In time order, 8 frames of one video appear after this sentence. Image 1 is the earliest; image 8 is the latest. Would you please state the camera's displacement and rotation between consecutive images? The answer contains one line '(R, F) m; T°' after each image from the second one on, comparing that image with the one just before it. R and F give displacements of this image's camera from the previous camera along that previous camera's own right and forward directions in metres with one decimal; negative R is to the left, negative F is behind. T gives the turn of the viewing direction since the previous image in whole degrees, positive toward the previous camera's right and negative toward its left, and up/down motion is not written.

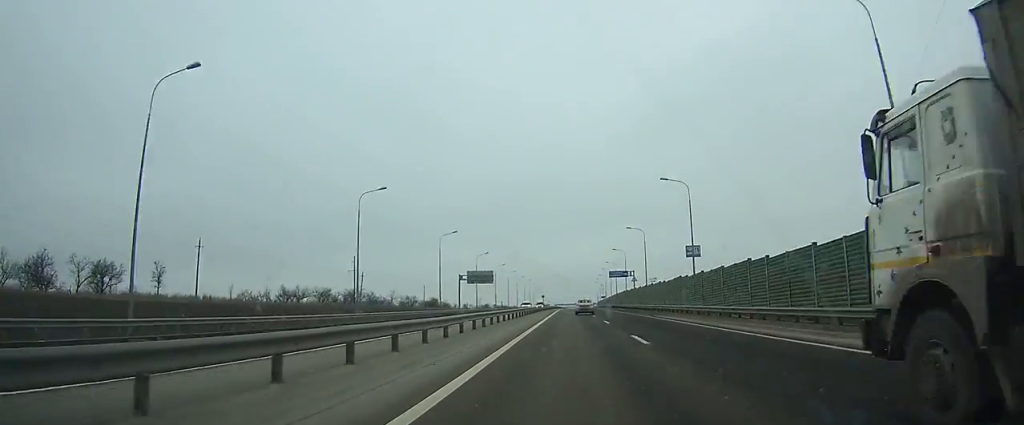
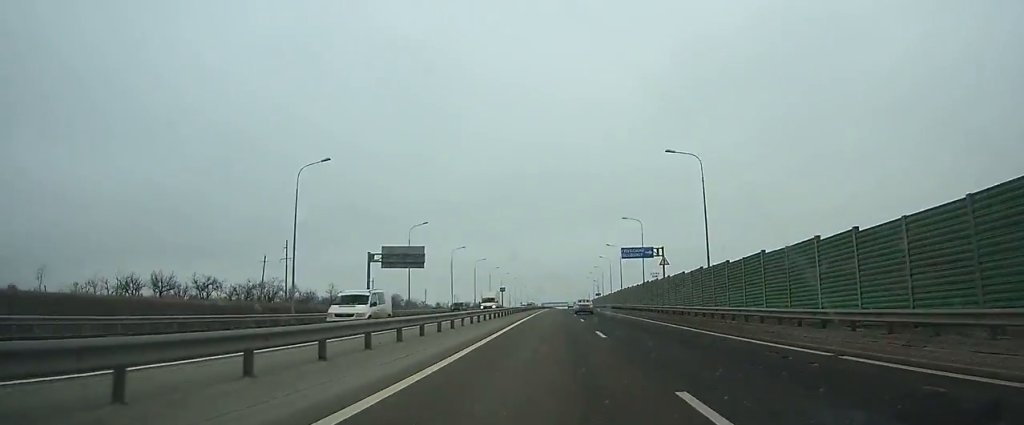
(+0.1, +44.1) m; 0°
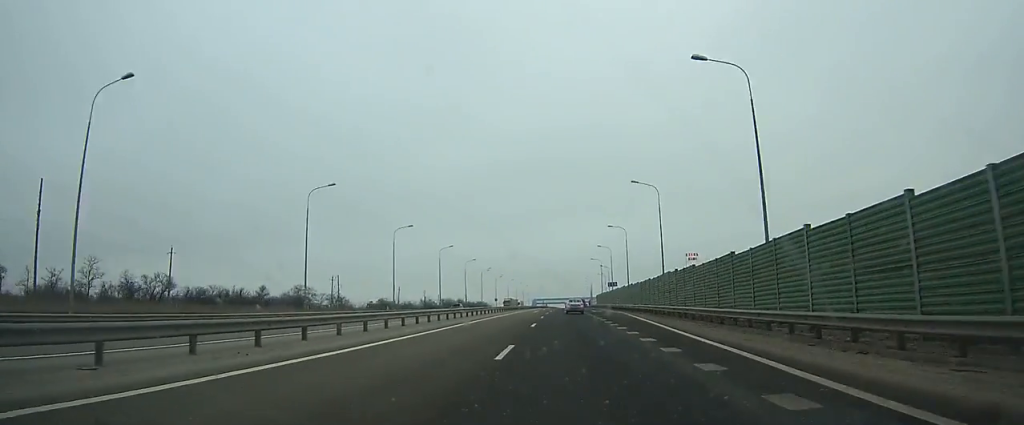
(+0.6, +85.8) m; 0°
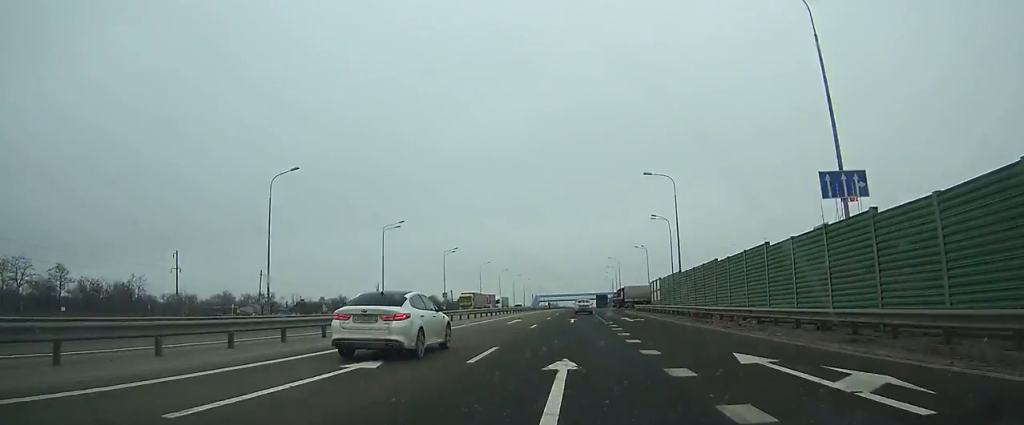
(-1.0, +98.7) m; -1°
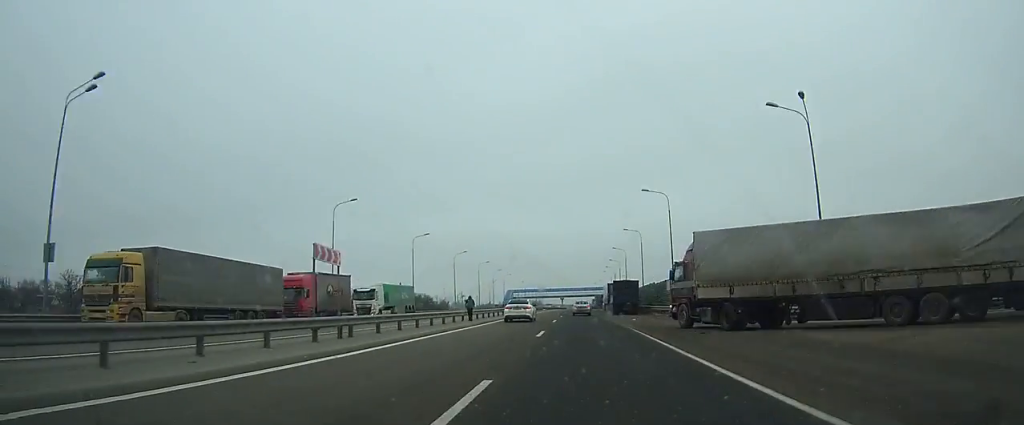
(+0.1, +86.9) m; +1°
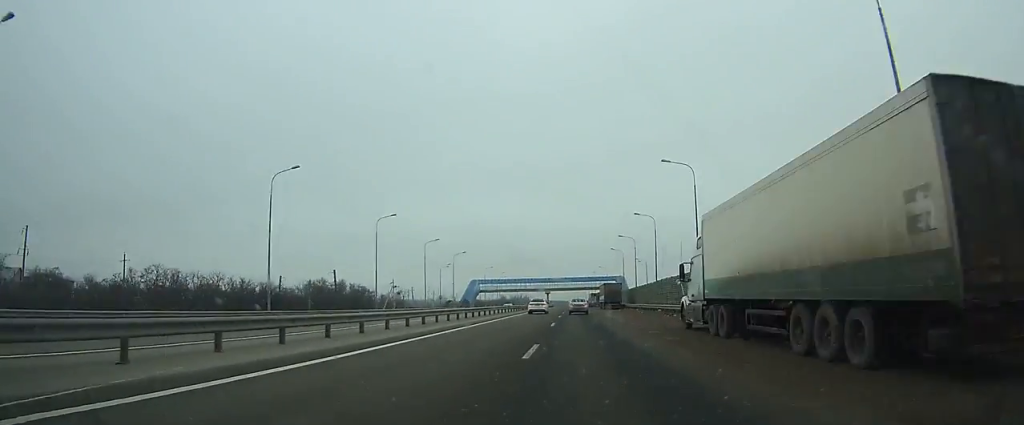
(+0.9, +71.9) m; +1°
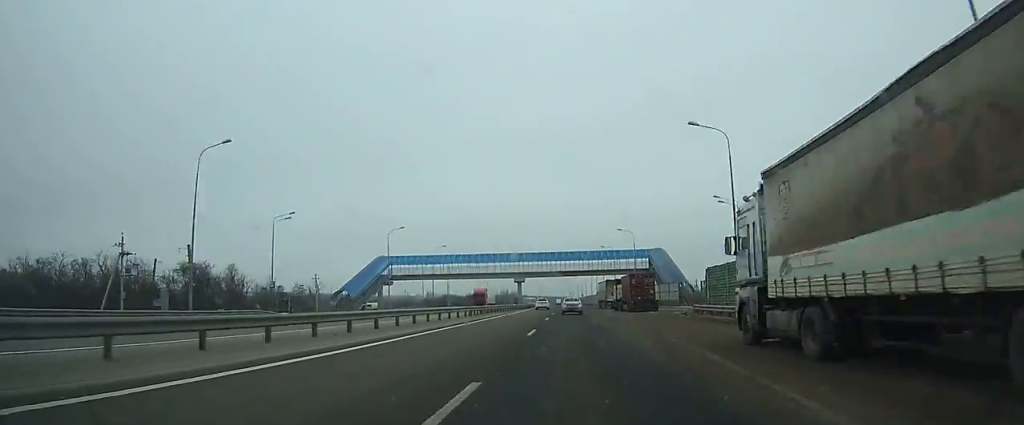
(+0.8, +87.8) m; 0°
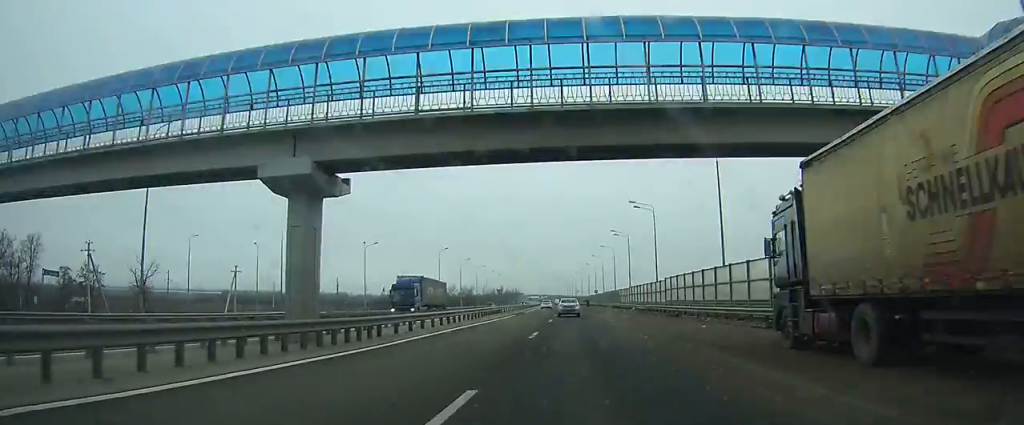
(-0.3, +80.8) m; -1°
